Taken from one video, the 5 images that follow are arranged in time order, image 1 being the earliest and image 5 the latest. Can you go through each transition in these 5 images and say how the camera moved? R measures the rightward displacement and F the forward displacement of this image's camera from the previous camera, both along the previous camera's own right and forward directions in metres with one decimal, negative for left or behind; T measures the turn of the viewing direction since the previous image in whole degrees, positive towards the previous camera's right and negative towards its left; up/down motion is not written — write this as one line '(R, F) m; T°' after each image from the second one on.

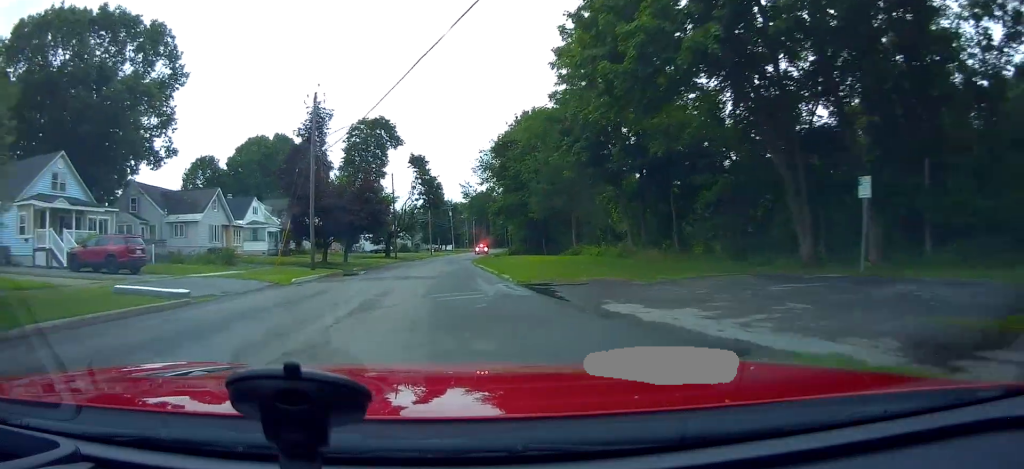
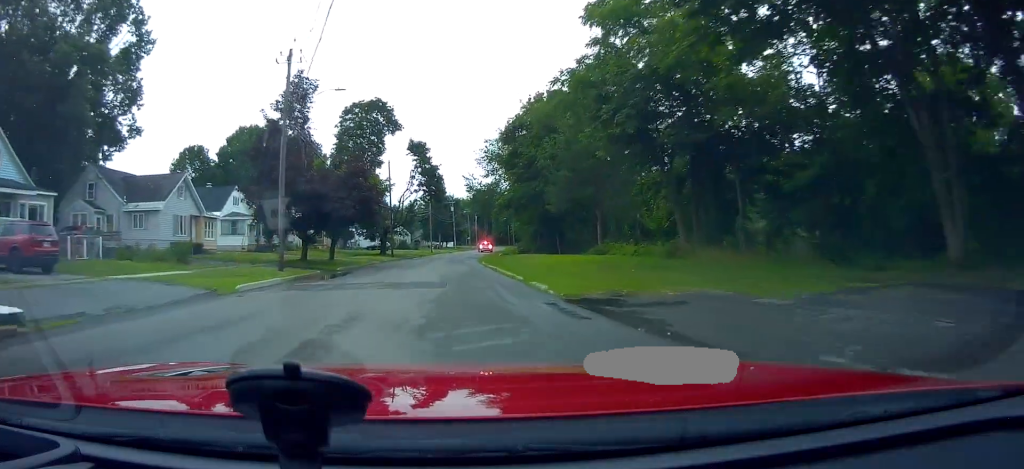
(-0.1, +7.5) m; -1°
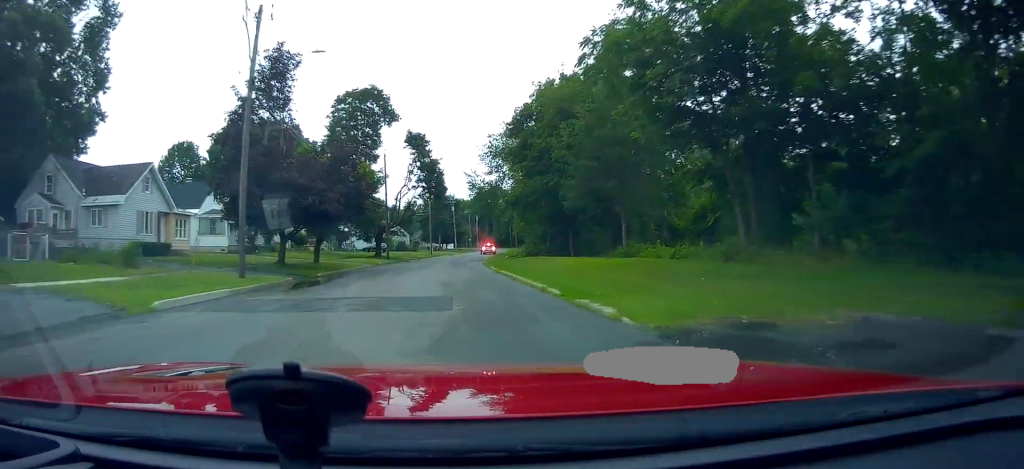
(-0.2, +5.7) m; -1°
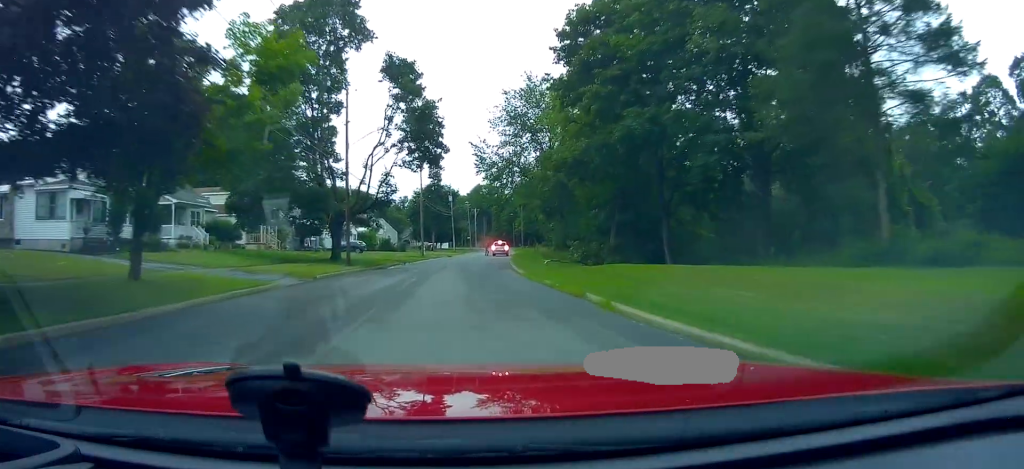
(+0.8, +23.4) m; +1°
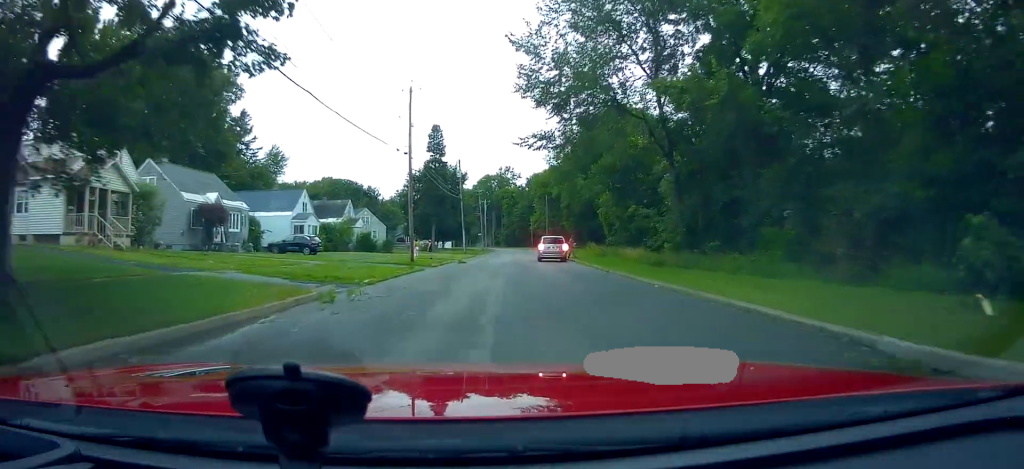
(-0.7, +31.8) m; +2°
